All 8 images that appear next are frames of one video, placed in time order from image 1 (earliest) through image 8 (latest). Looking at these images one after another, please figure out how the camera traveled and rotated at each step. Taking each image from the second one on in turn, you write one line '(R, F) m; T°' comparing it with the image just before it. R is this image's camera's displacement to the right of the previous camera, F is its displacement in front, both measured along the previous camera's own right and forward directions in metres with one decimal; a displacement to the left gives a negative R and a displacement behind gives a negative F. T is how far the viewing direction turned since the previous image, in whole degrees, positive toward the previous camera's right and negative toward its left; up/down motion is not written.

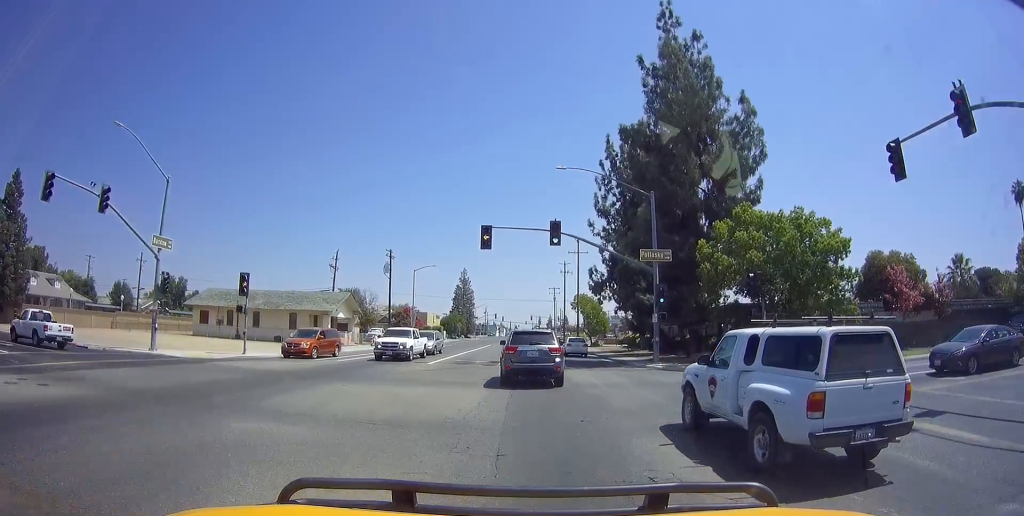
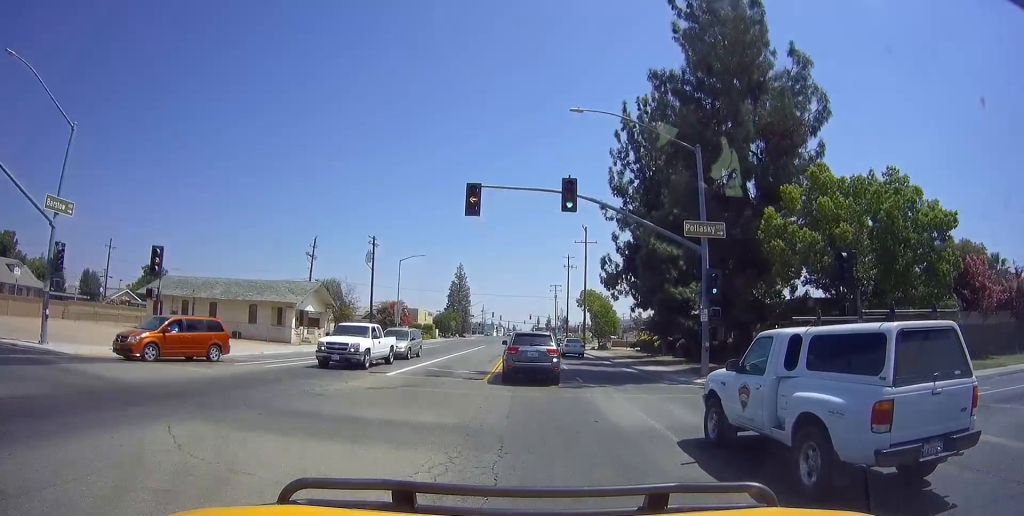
(0.0, +7.9) m; 0°
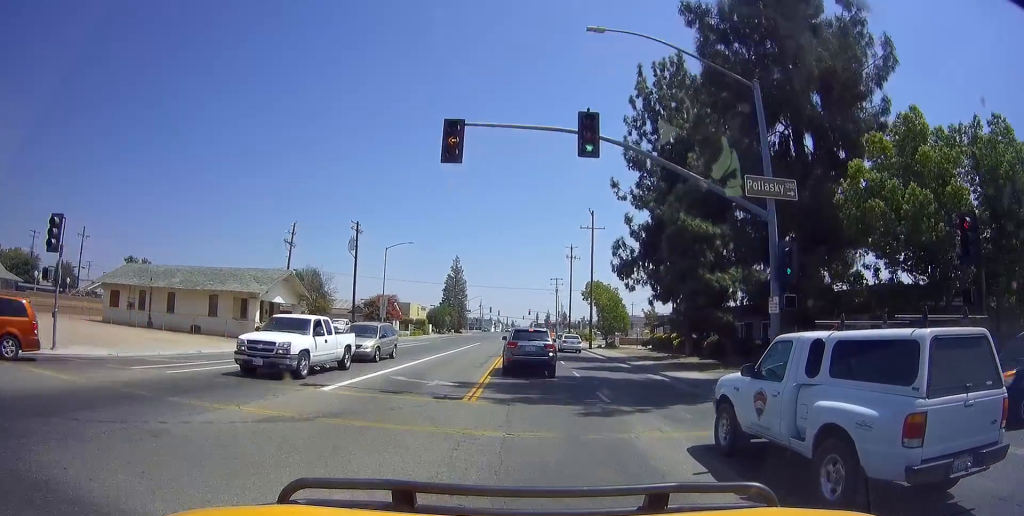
(0.0, +6.3) m; 0°
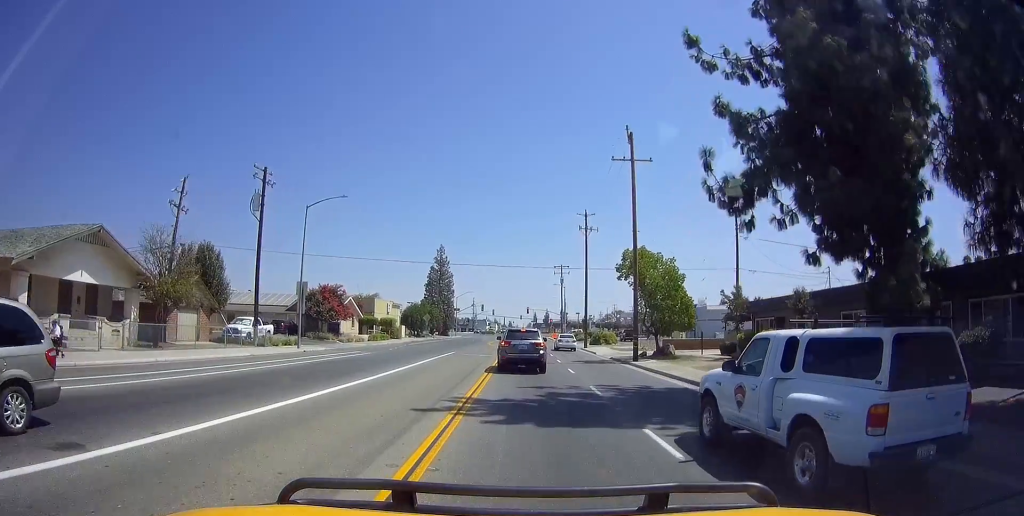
(0.0, +20.6) m; +1°
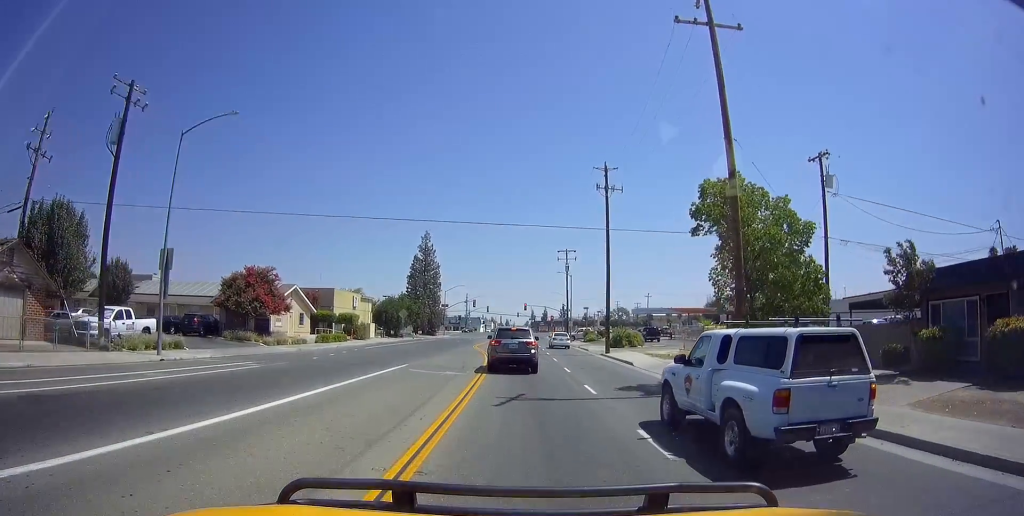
(+0.1, +14.9) m; -1°
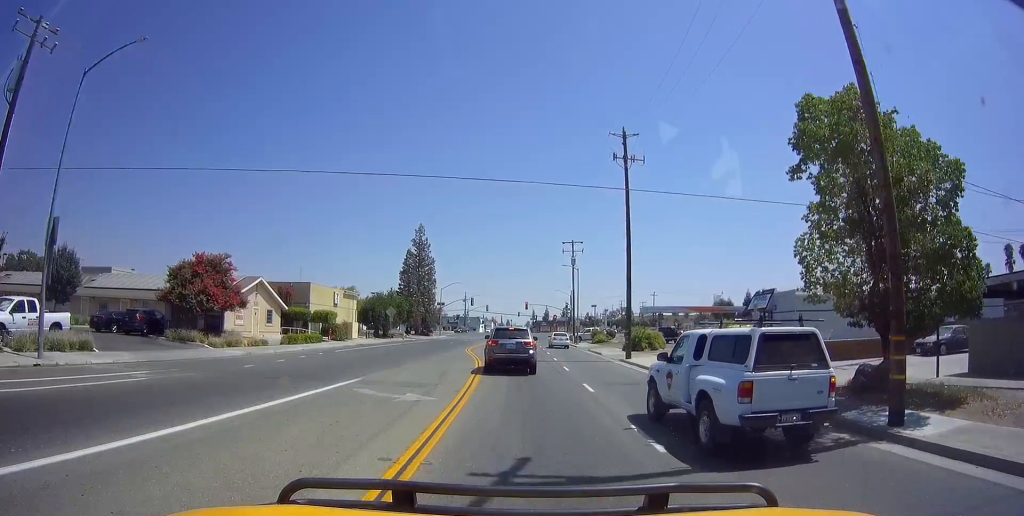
(-0.1, +6.9) m; -1°
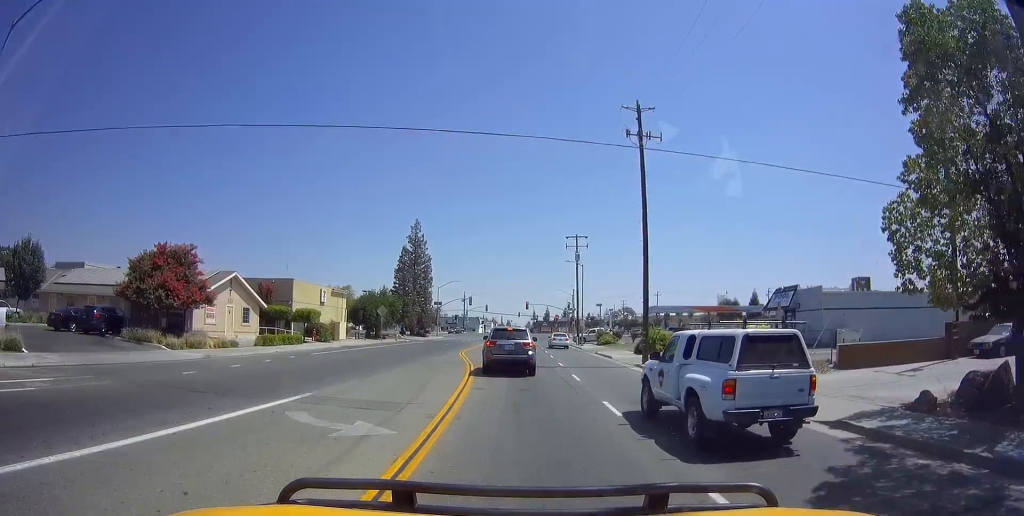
(-0.1, +4.1) m; 0°
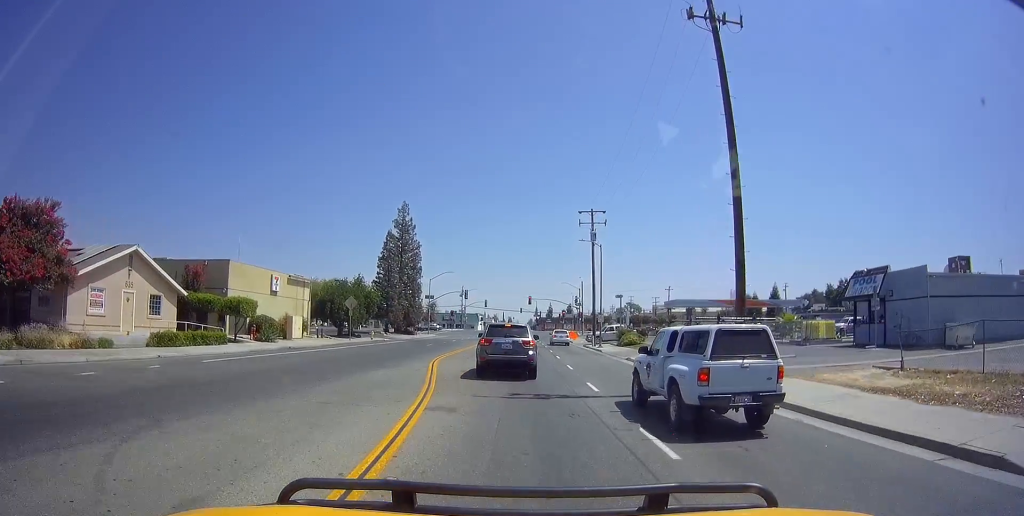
(+0.1, +11.2) m; +3°
